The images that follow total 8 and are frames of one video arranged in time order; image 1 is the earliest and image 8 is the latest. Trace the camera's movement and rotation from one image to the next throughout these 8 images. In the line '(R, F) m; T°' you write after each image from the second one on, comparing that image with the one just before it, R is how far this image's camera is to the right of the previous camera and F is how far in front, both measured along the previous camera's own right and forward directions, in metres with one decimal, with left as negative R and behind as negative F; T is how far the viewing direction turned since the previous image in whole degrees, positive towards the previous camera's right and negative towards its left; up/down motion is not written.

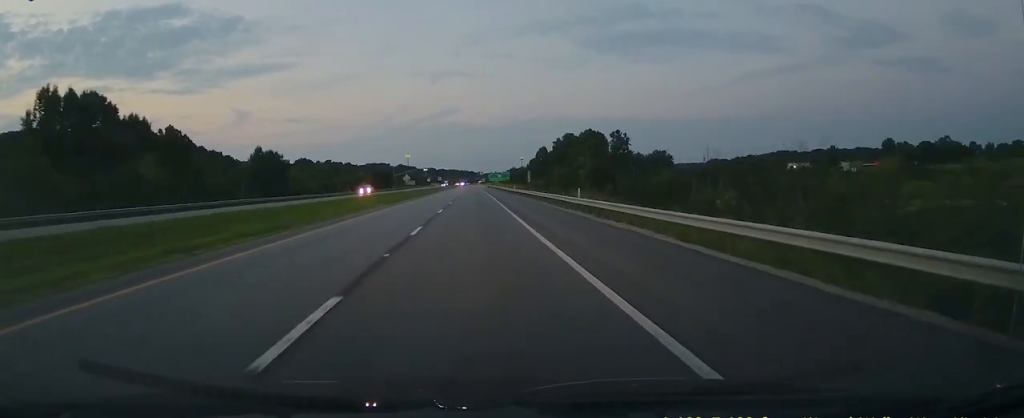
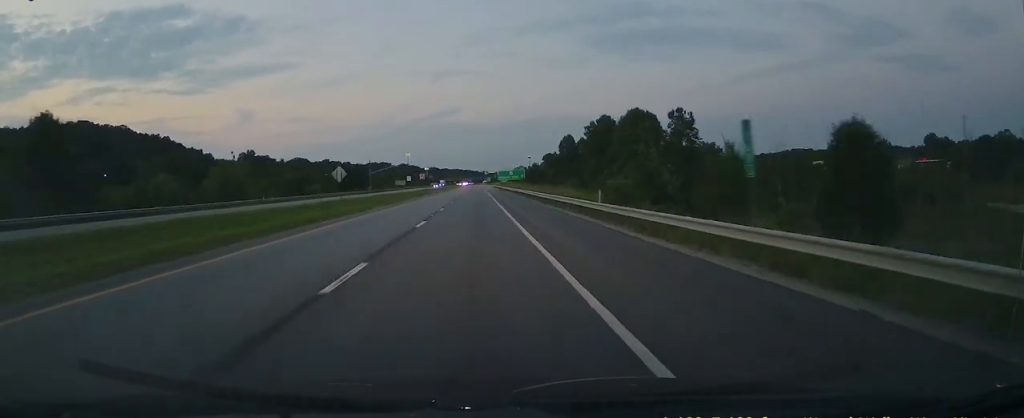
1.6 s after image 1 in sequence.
(0.0, +63.1) m; 0°
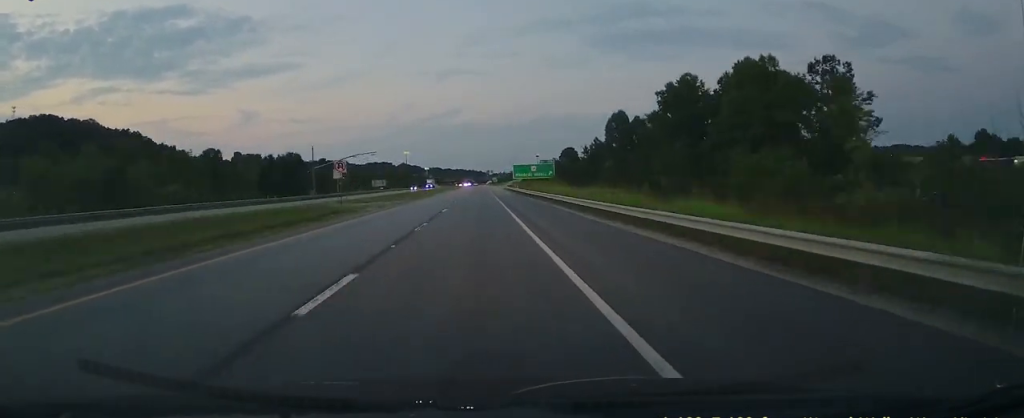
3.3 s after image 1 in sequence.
(+0.1, +68.8) m; 0°
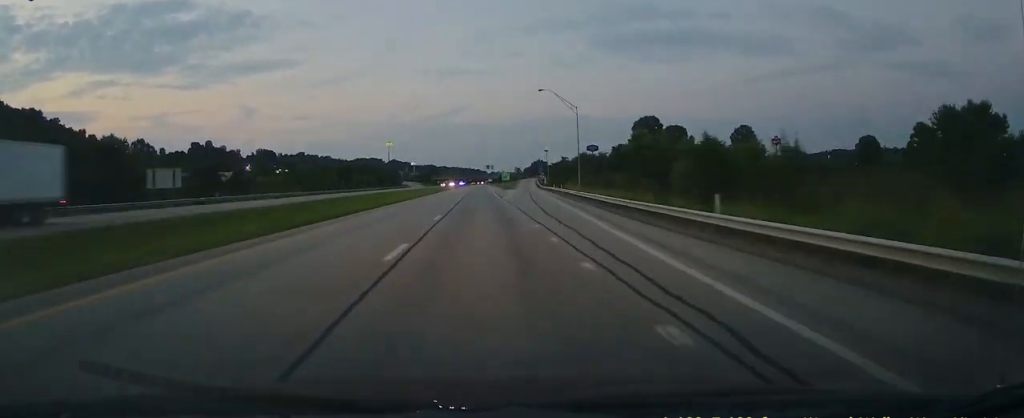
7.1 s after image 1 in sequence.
(-0.5, +124.5) m; 0°
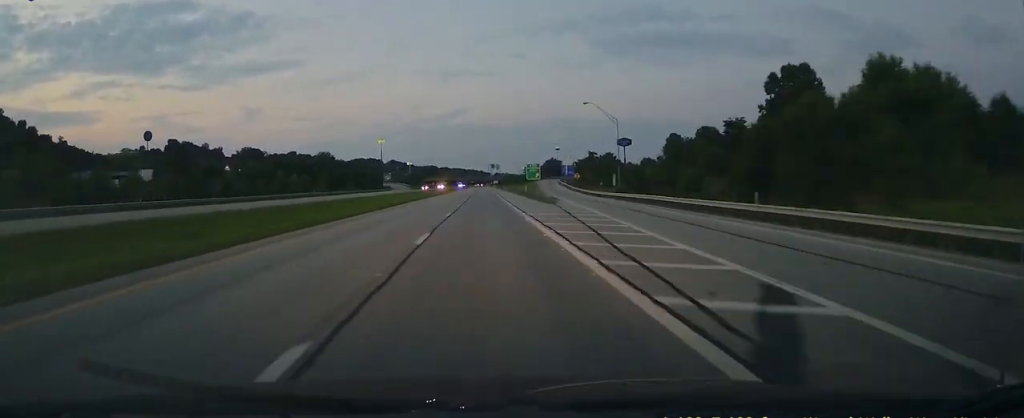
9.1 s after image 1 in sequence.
(0.0, +66.1) m; 0°
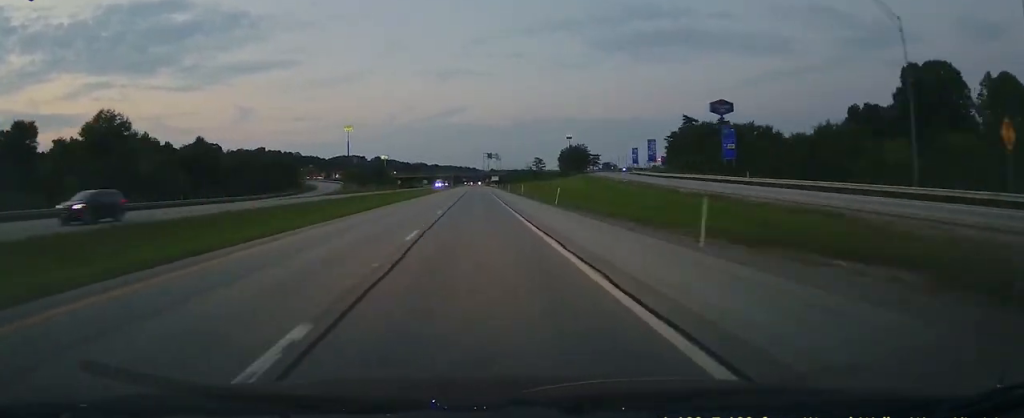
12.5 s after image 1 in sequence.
(+0.5, +119.1) m; 0°
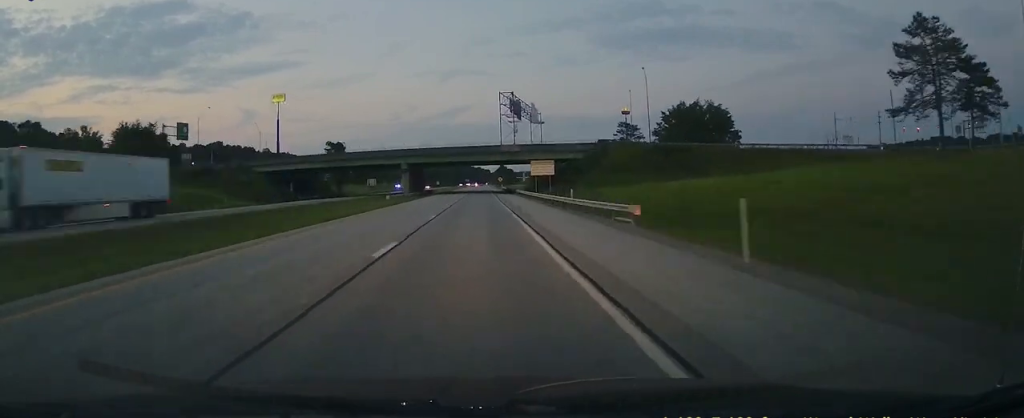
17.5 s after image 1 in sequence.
(+0.3, +174.8) m; 0°
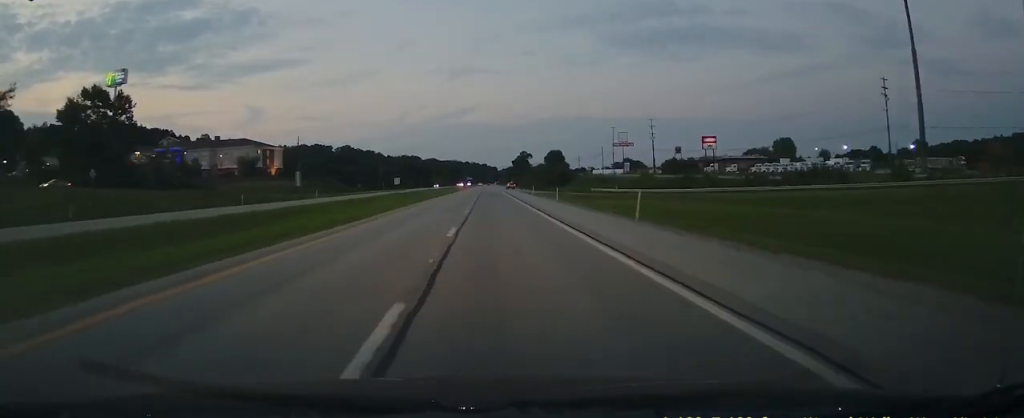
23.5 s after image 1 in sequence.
(-2.3, +216.5) m; -1°
